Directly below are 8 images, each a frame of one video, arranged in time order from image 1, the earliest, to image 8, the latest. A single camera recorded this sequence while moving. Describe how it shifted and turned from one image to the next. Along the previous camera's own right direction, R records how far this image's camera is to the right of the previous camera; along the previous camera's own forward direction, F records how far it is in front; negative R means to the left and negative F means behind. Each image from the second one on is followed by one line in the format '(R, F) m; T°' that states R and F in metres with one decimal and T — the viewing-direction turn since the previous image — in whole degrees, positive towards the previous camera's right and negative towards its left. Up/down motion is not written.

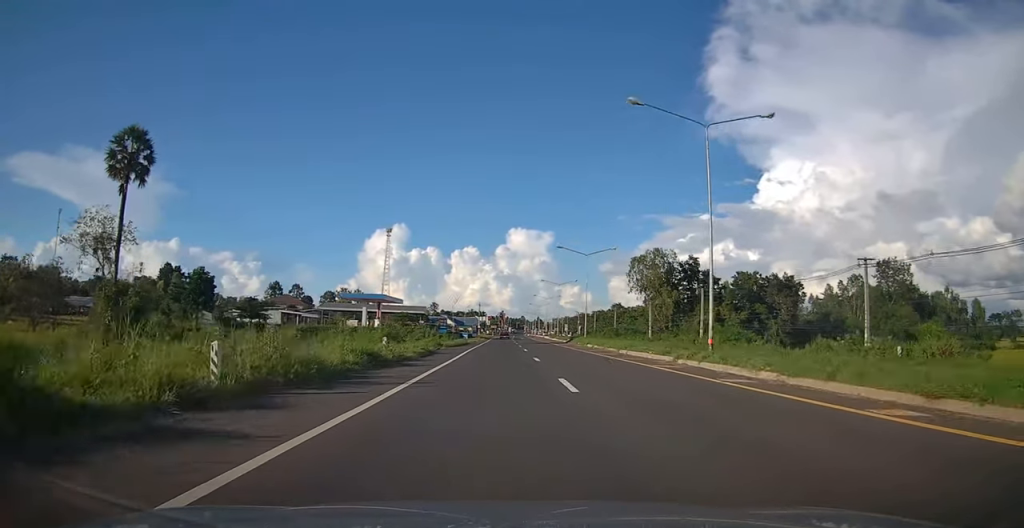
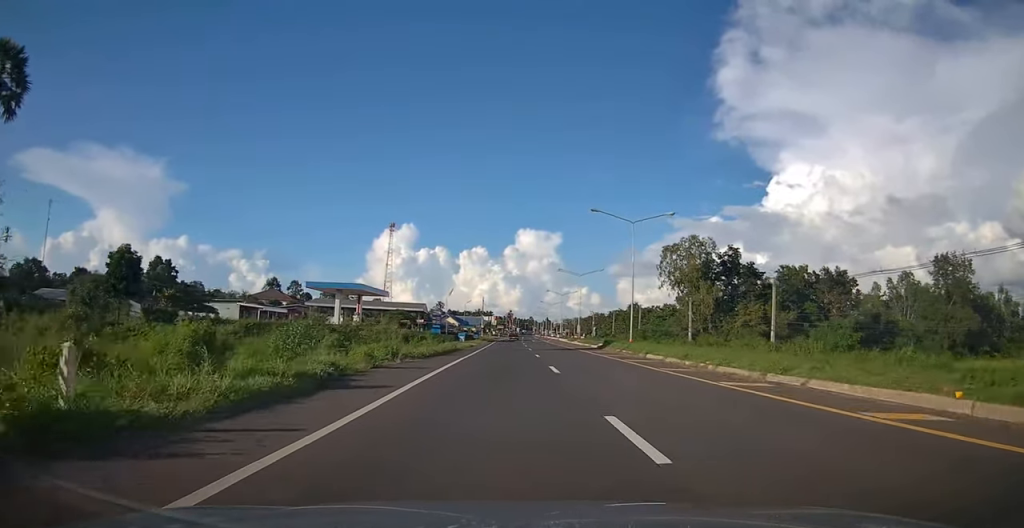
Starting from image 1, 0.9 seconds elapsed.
(0.0, +18.1) m; 0°
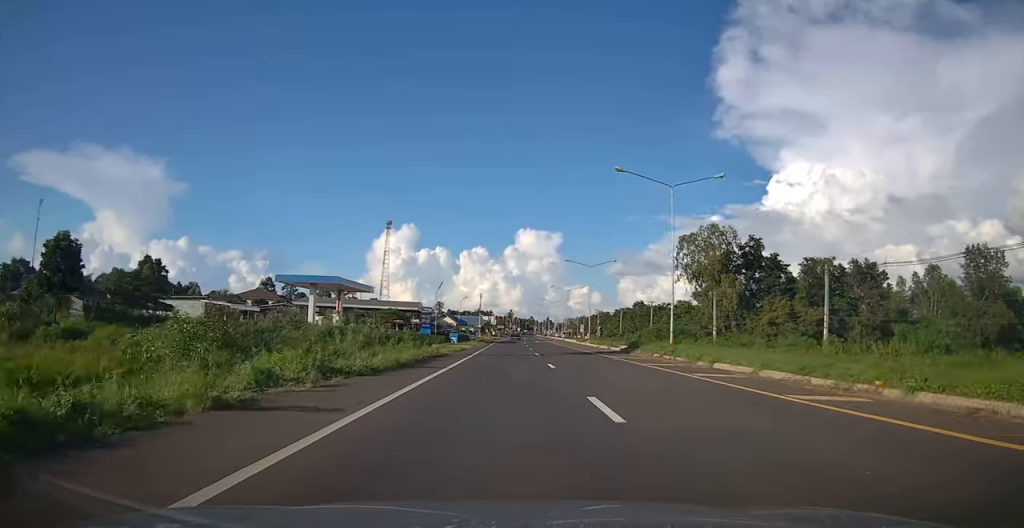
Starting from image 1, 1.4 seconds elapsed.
(0.0, +9.6) m; 0°
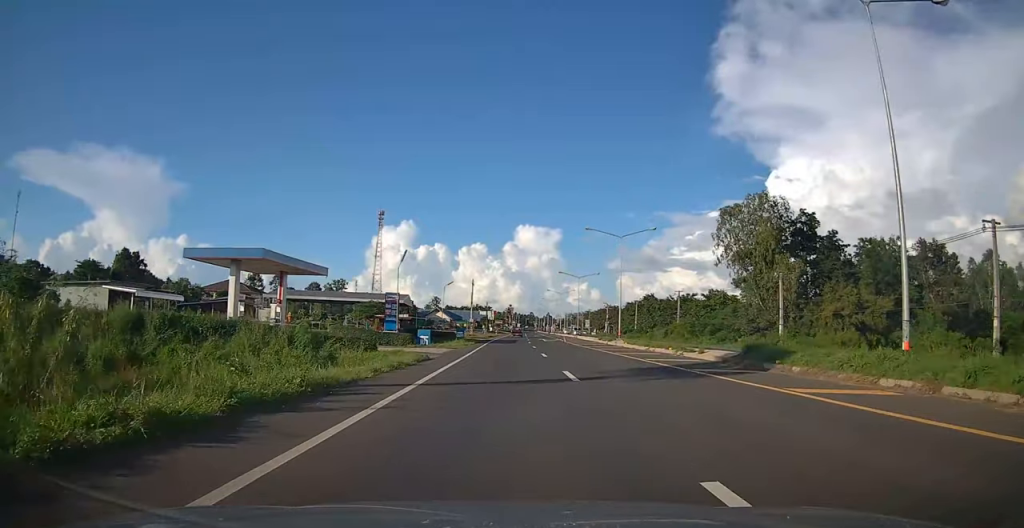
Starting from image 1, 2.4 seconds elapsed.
(+0.1, +18.1) m; -2°
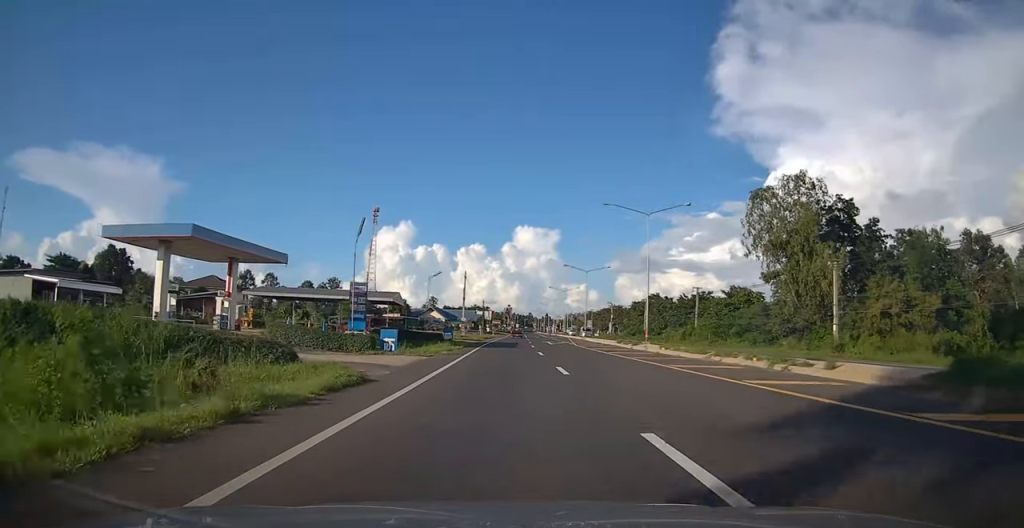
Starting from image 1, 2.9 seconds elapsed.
(-0.1, +9.8) m; -1°
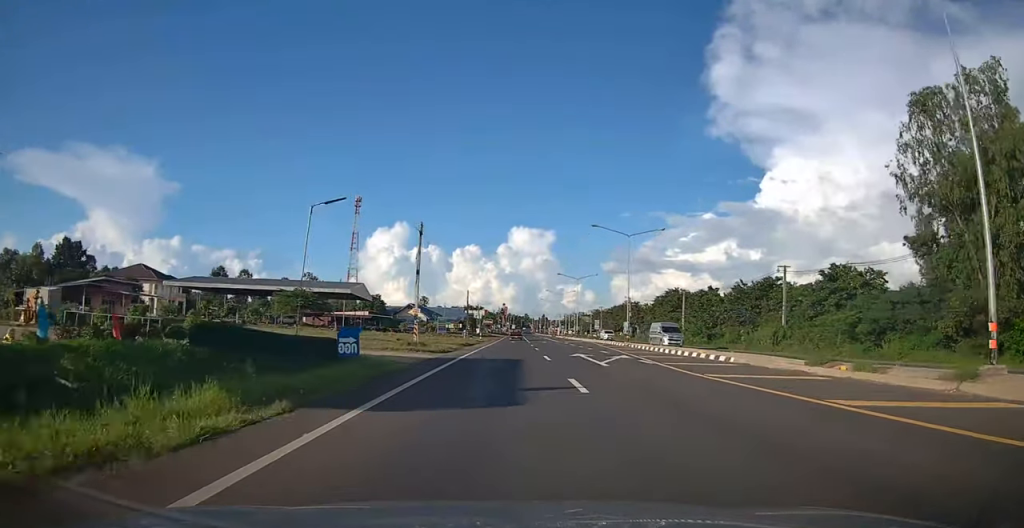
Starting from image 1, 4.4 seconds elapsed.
(+0.1, +28.4) m; +2°
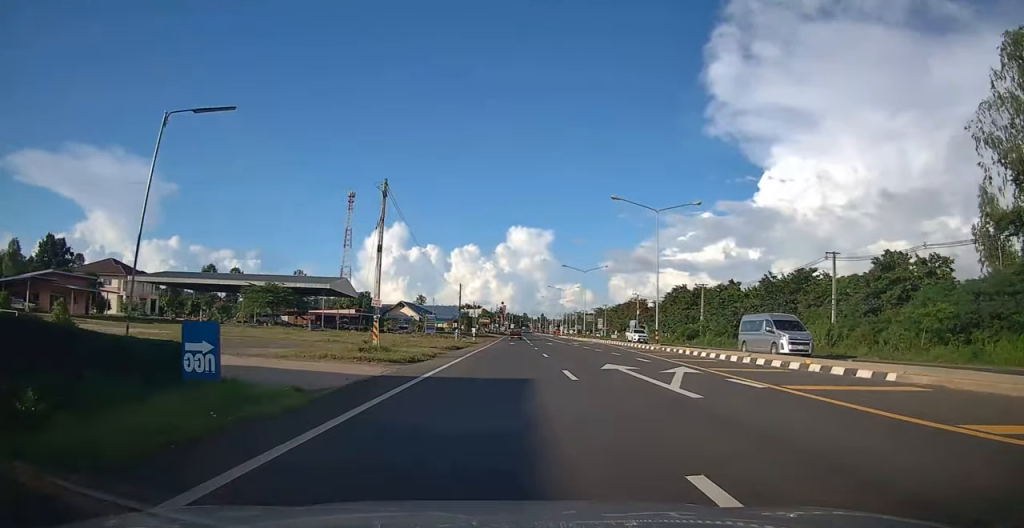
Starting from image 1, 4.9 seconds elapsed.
(+0.1, +9.4) m; +1°
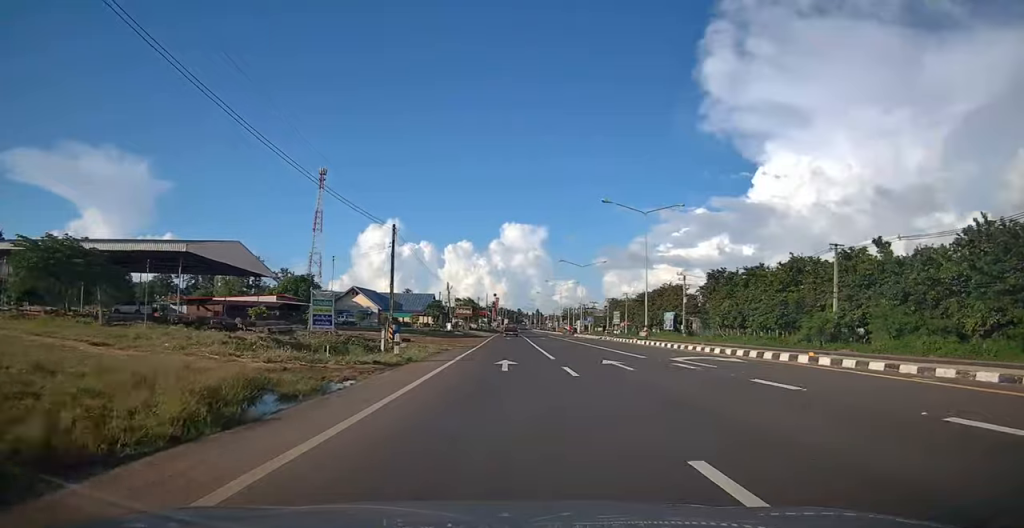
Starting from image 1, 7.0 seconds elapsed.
(+0.2, +35.5) m; 0°
